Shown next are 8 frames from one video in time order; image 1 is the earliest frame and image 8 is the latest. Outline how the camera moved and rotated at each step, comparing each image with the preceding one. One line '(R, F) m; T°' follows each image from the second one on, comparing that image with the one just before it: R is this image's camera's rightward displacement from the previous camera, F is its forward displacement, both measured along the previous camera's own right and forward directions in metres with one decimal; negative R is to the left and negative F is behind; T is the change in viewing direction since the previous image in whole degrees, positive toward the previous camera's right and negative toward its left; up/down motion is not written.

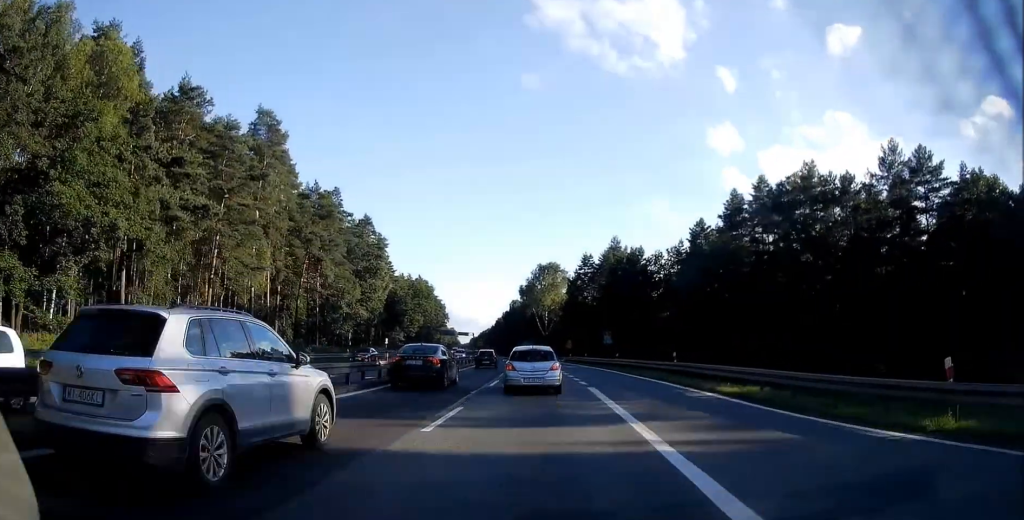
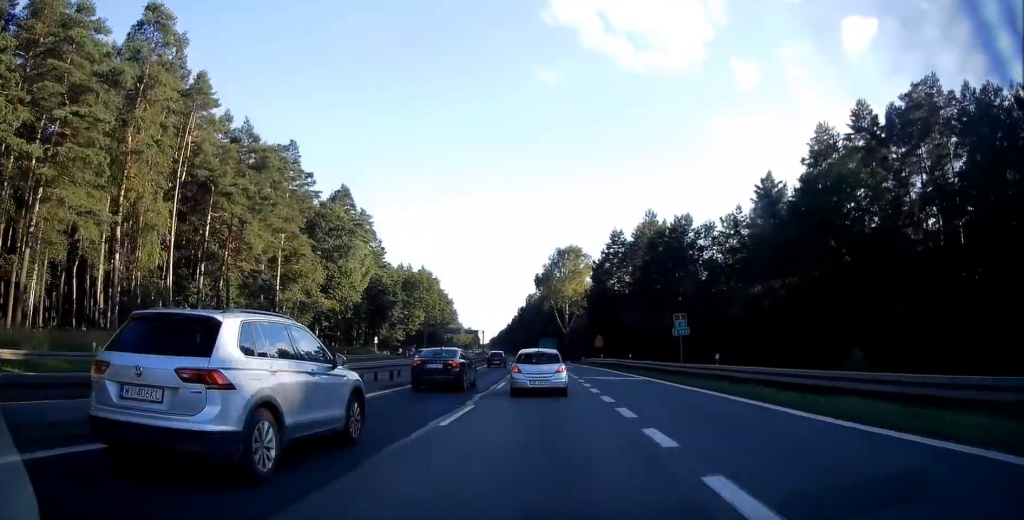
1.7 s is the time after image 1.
(-0.5, +23.0) m; -2°
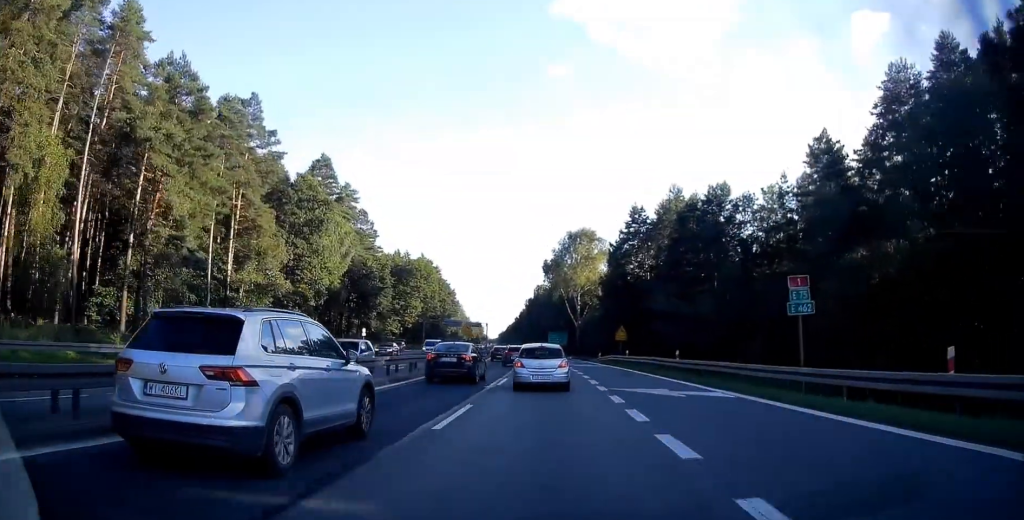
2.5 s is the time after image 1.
(-0.1, +13.8) m; -1°
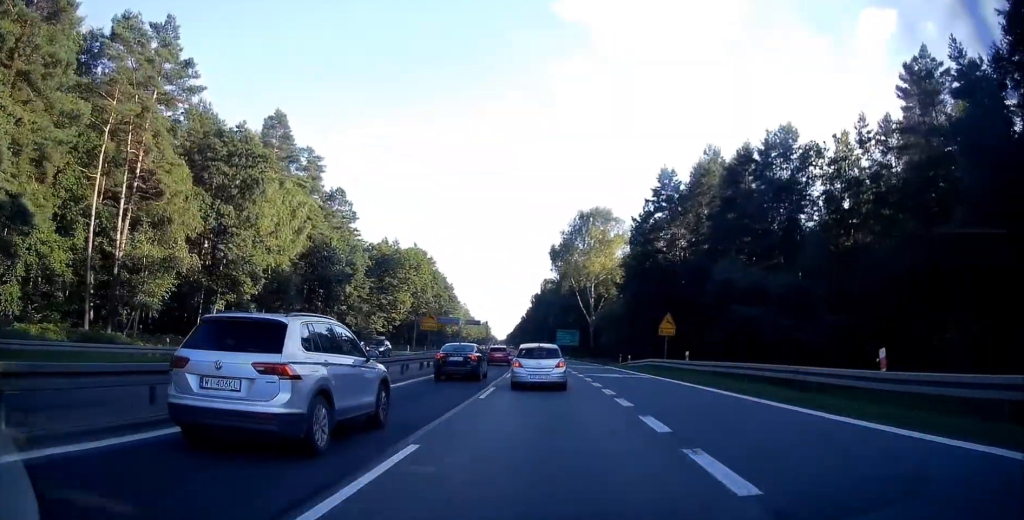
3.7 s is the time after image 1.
(-0.2, +20.6) m; -2°
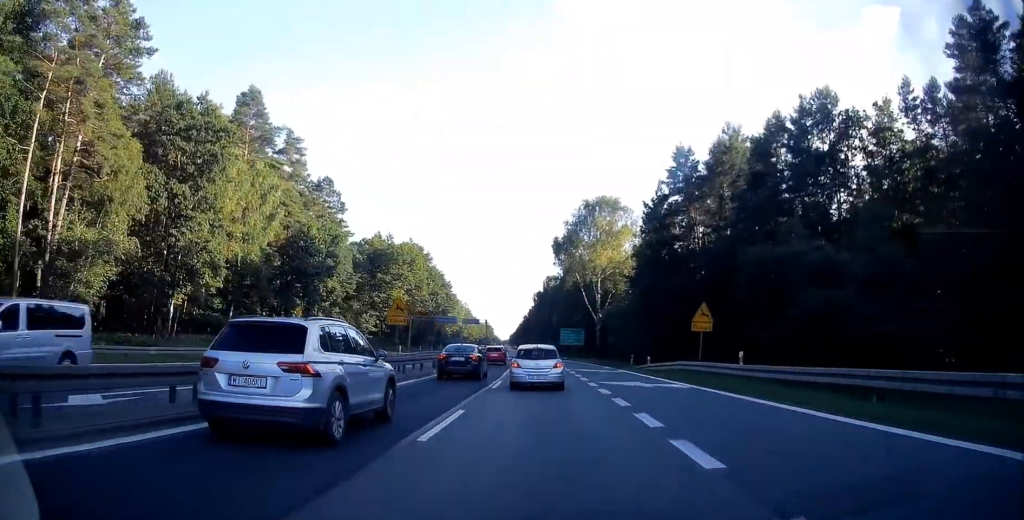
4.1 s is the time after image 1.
(-0.1, +9.4) m; -1°
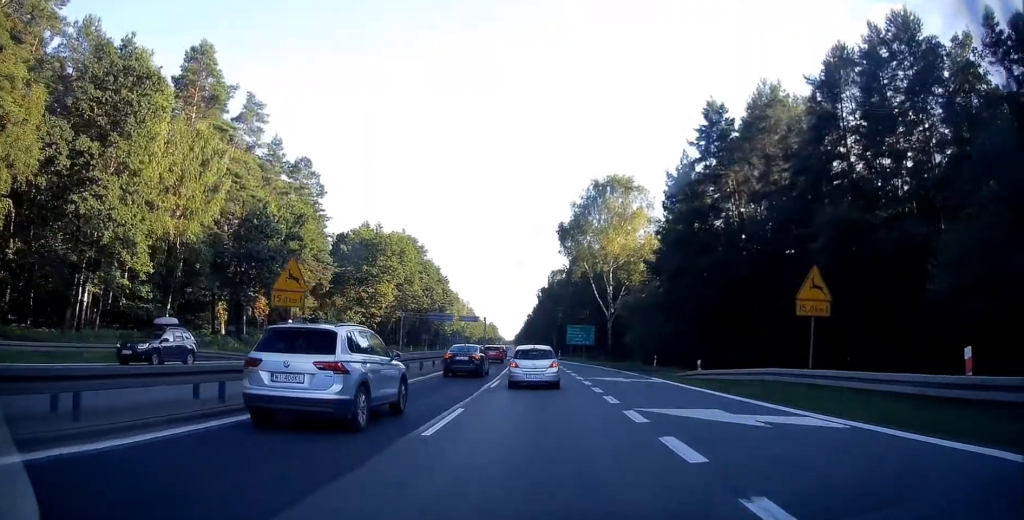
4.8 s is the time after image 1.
(-0.1, +14.9) m; -1°
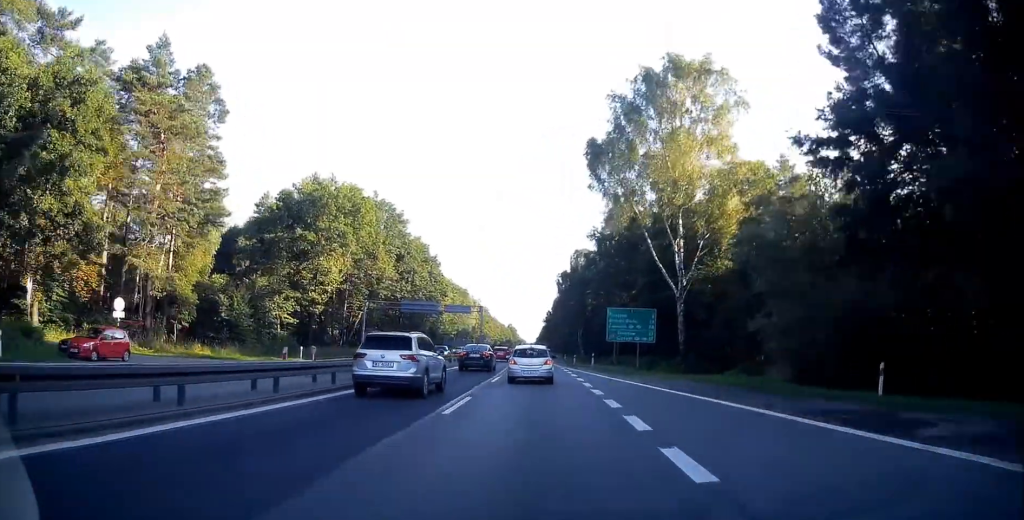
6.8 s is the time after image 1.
(-0.9, +42.2) m; -3°
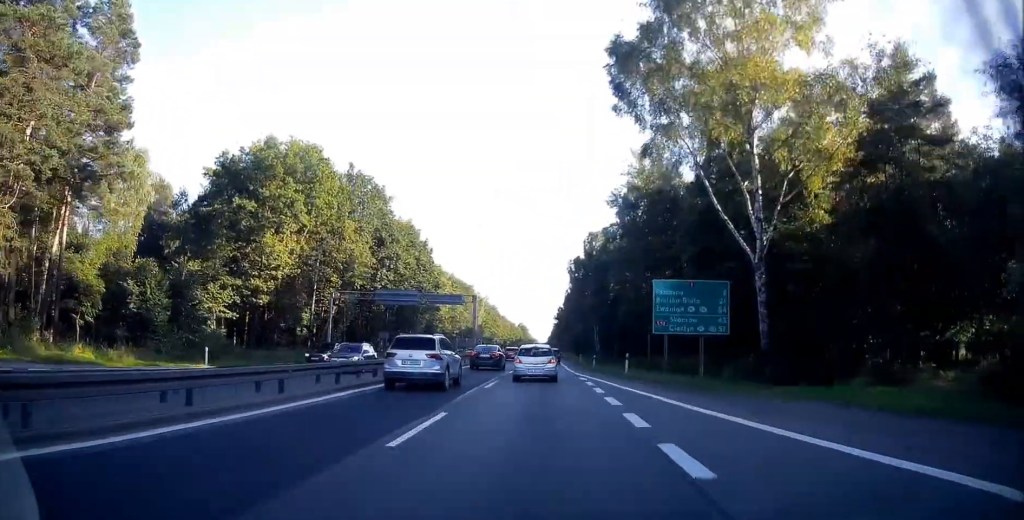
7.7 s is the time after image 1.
(-0.2, +16.7) m; -1°
